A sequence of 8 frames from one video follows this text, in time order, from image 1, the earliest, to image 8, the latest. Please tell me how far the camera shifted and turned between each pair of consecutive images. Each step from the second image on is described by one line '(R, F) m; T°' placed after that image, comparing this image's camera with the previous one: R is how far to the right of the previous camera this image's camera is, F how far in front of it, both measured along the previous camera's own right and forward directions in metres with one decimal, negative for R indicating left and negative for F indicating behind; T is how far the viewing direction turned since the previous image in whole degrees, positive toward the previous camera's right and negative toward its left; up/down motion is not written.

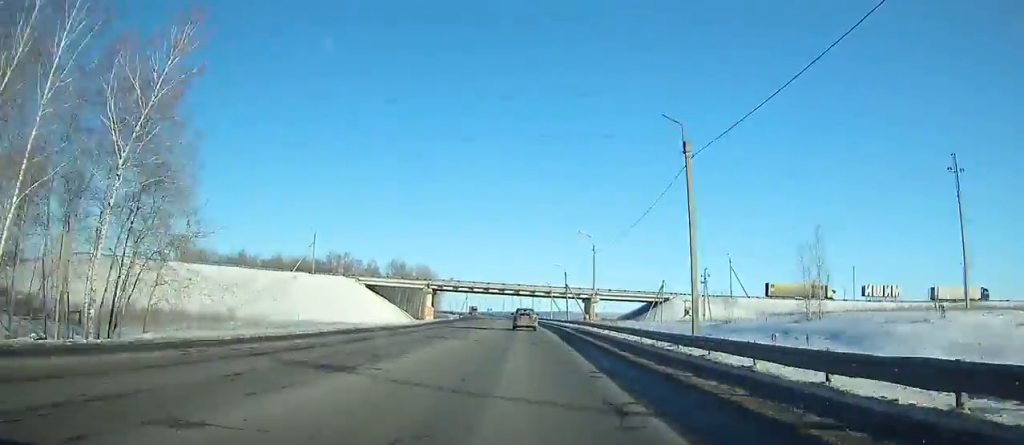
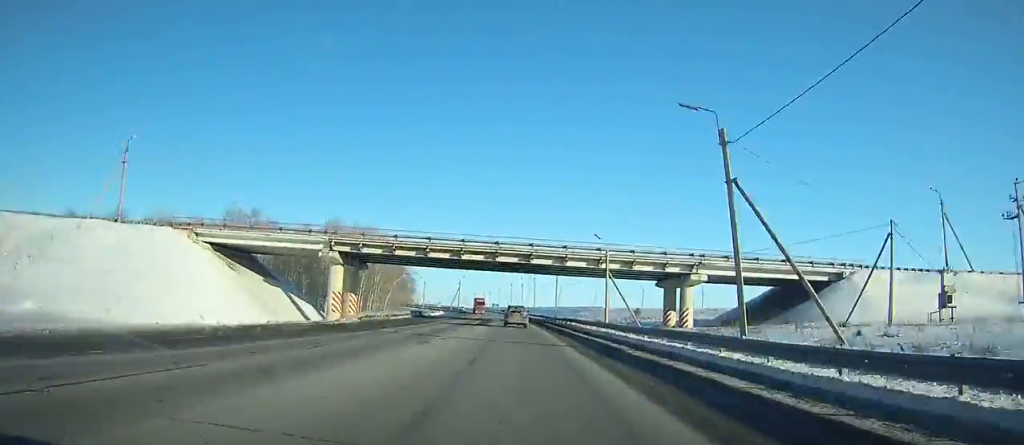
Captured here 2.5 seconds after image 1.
(-1.0, +63.8) m; -2°
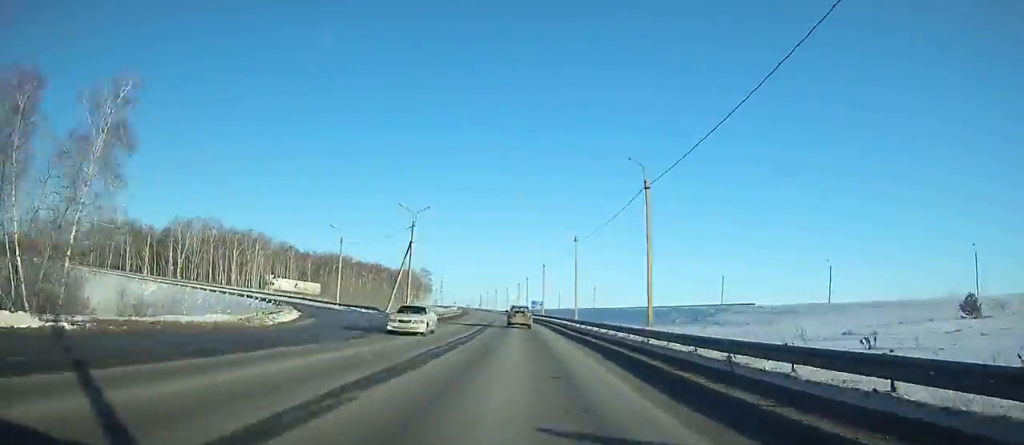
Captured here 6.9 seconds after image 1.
(-3.8, +112.4) m; -4°
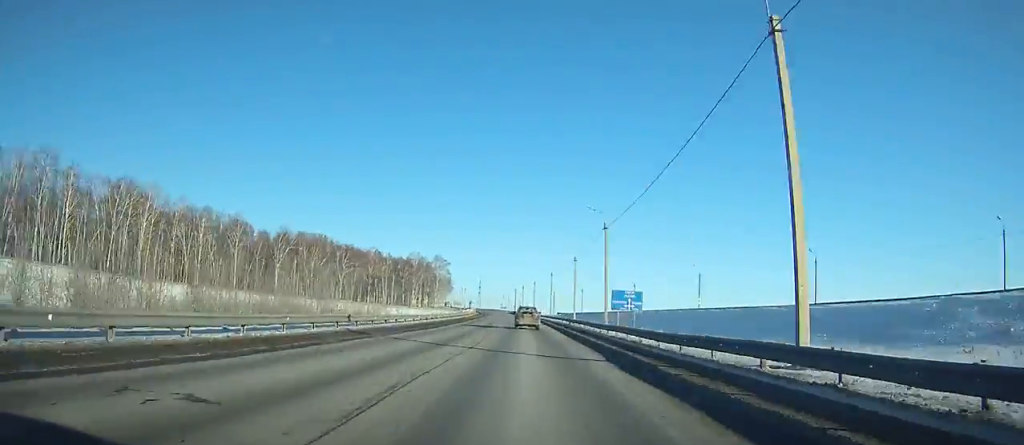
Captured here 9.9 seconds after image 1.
(-2.1, +76.0) m; -3°
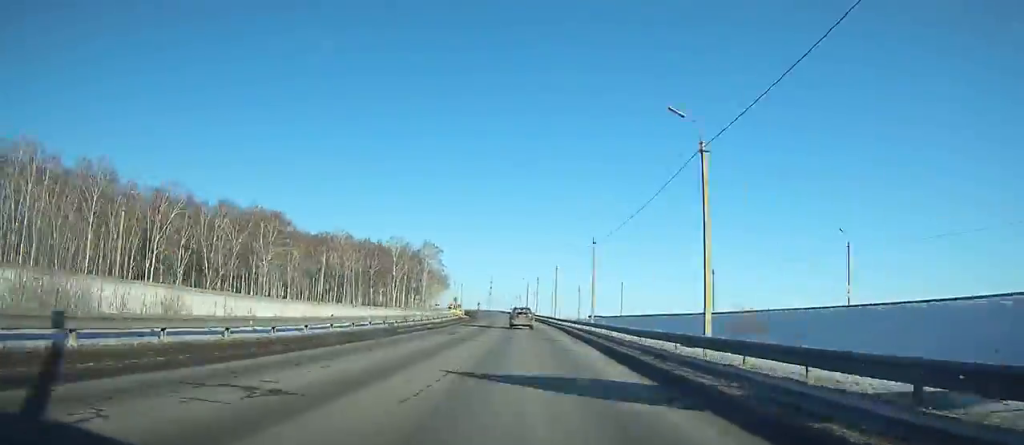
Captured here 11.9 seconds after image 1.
(-1.2, +49.9) m; -2°
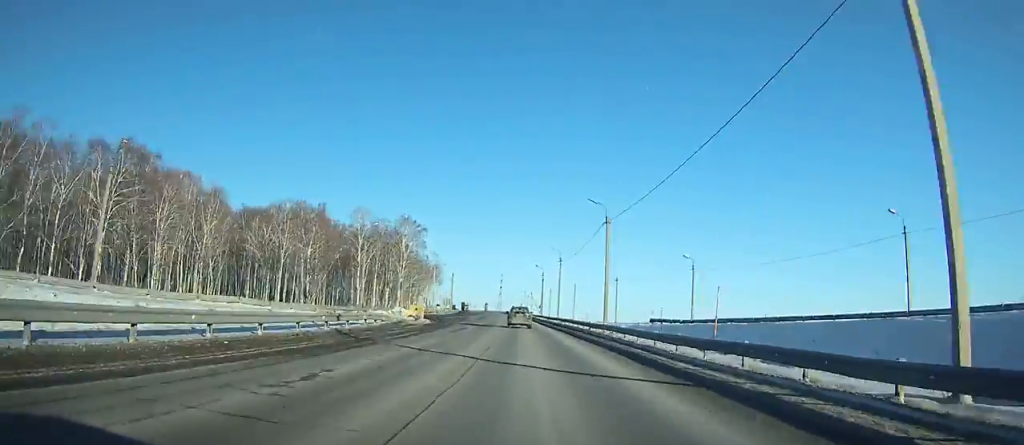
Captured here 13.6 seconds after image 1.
(-0.4, +42.2) m; -2°
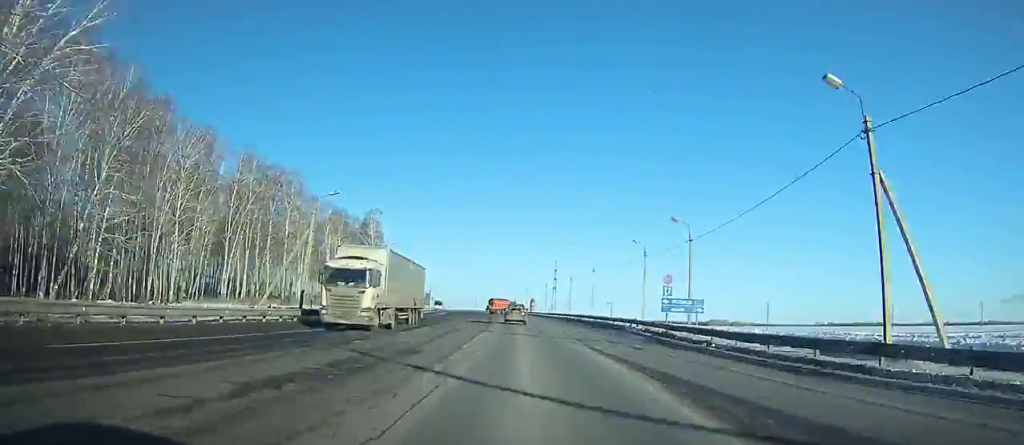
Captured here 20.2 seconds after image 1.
(-7.1, +153.4) m; -5°
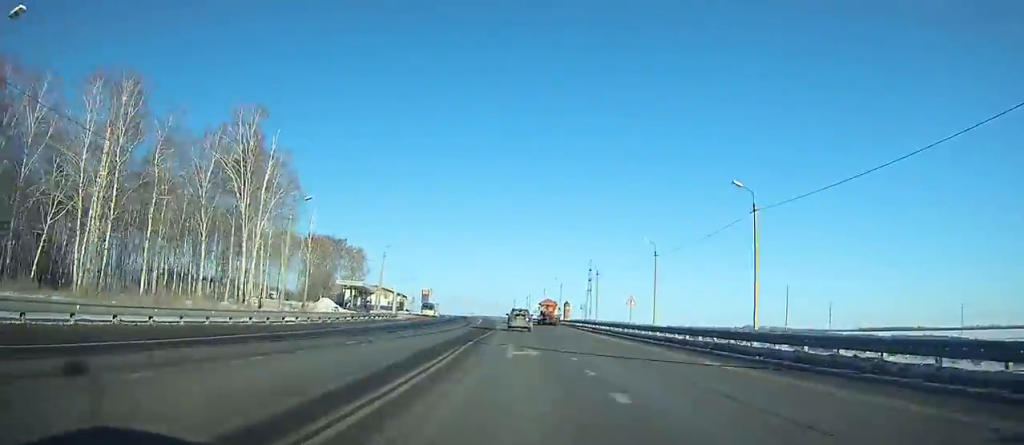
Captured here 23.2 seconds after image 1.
(-1.2, +64.3) m; -3°
